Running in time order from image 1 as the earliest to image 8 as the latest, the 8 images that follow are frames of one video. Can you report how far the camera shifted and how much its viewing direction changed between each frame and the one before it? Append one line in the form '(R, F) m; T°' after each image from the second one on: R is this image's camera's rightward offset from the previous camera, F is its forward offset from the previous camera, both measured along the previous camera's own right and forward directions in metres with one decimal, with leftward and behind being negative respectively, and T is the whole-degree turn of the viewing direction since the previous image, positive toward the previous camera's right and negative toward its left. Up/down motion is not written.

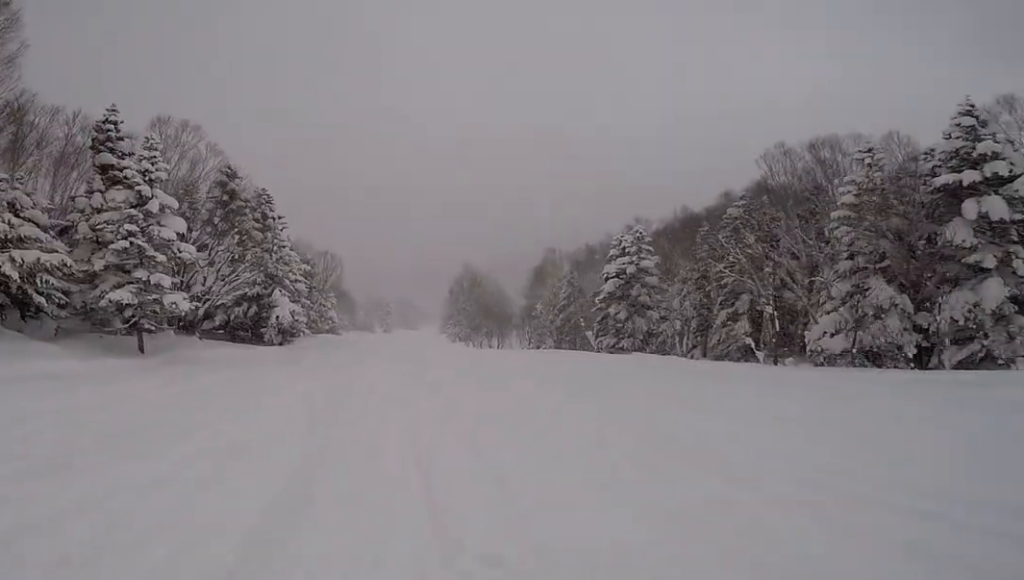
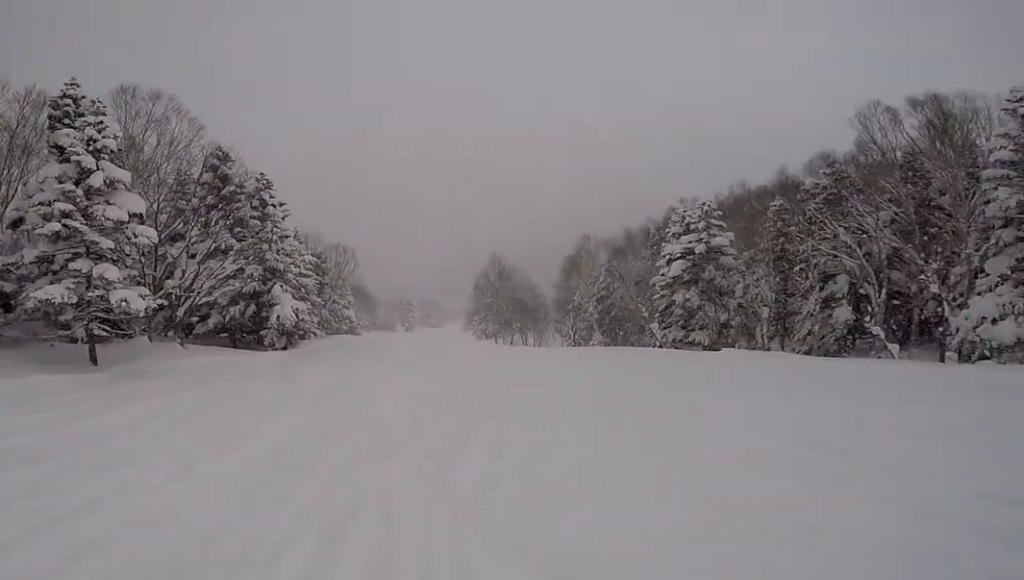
(-0.1, +5.0) m; -3°
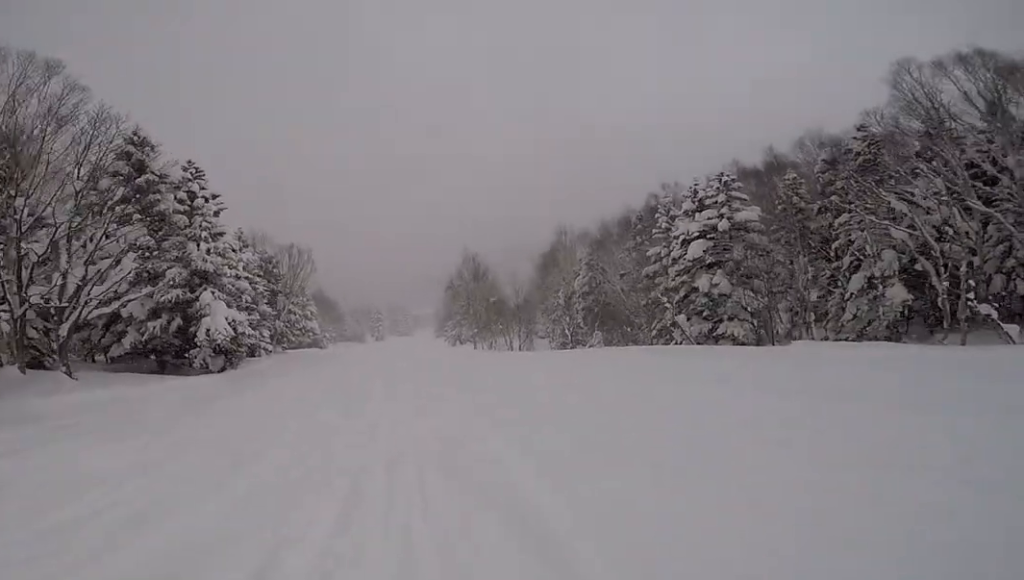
(-0.3, +5.5) m; +4°
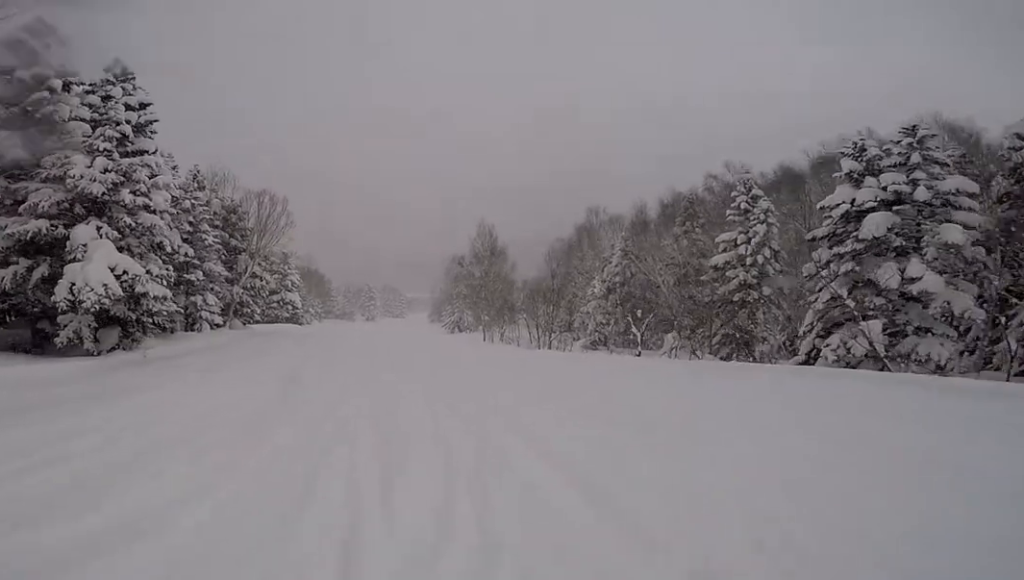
(+0.6, +8.8) m; +3°
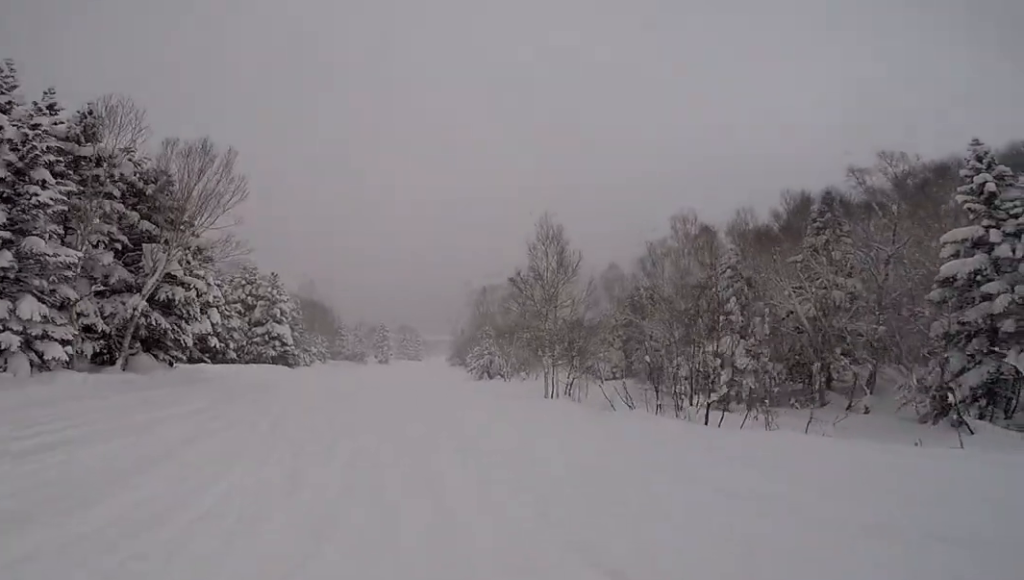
(-0.7, +13.5) m; -1°
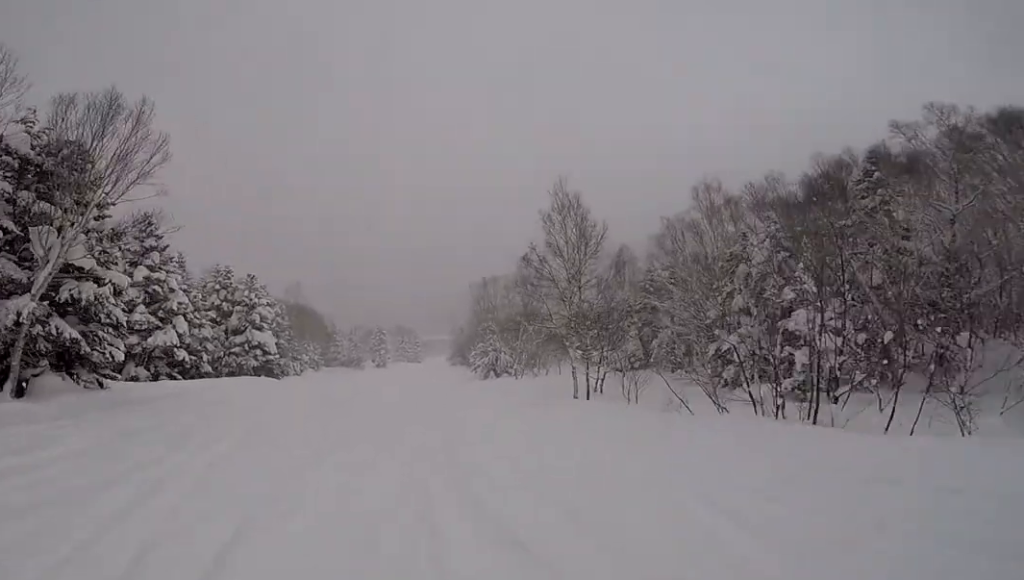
(+0.6, +4.8) m; +2°
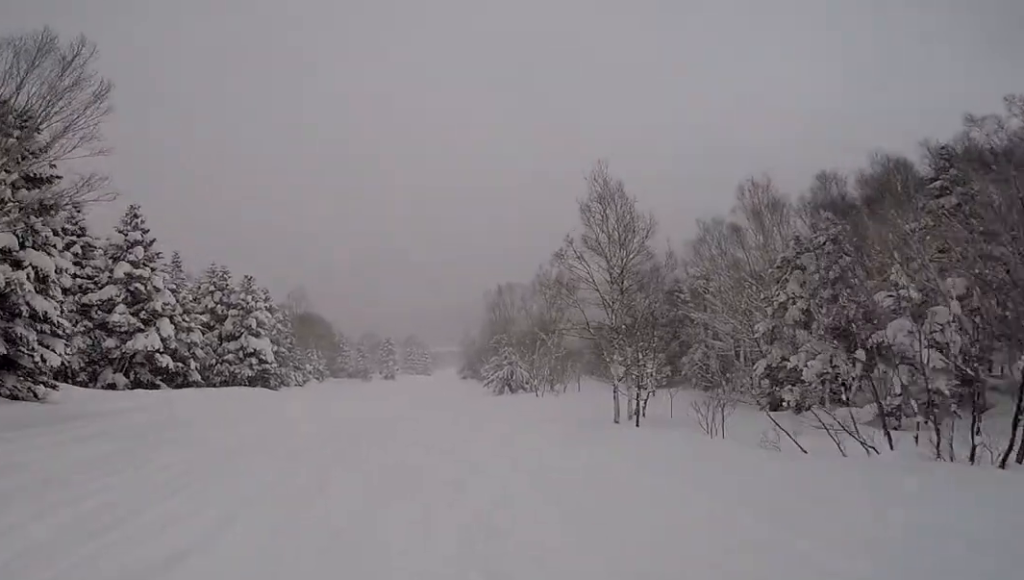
(+0.6, +3.6) m; +2°
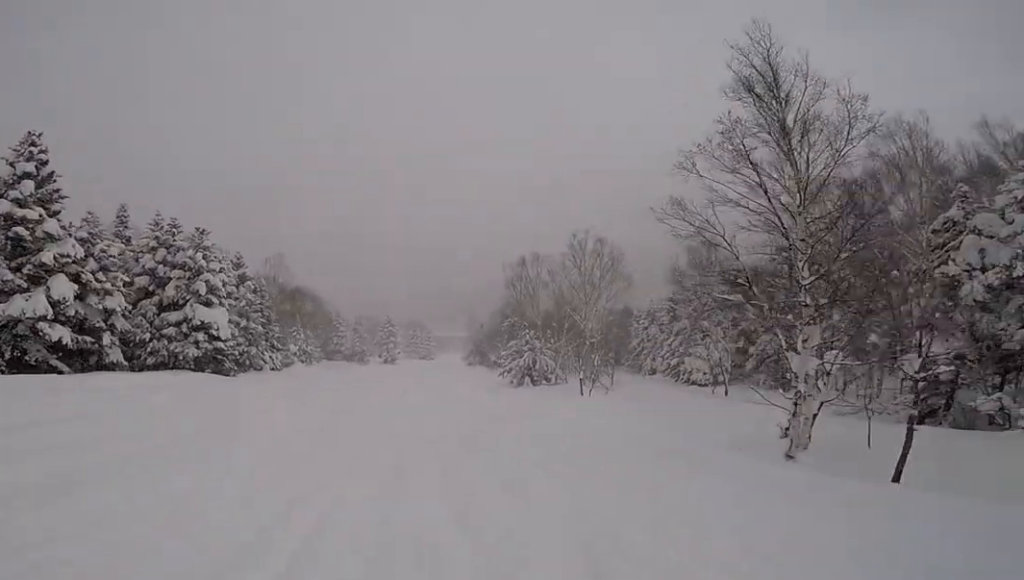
(-0.7, +9.2) m; -7°
